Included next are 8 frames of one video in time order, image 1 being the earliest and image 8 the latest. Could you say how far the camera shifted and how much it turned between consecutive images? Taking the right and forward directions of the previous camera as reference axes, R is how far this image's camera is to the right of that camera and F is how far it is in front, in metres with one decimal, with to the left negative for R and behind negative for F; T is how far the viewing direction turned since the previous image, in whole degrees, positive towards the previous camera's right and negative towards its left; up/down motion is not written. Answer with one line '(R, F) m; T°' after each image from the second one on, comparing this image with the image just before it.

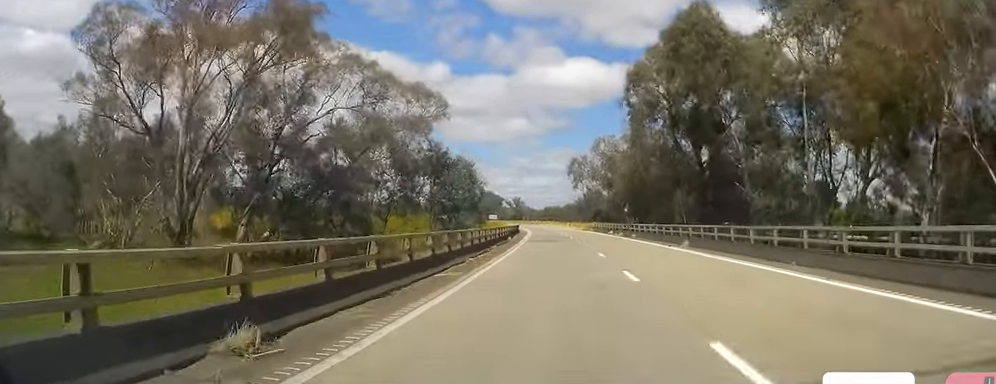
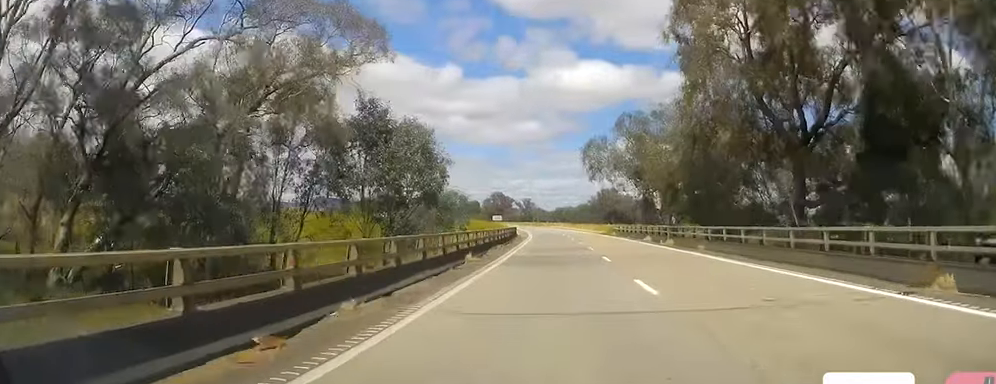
(-0.4, +24.8) m; -1°
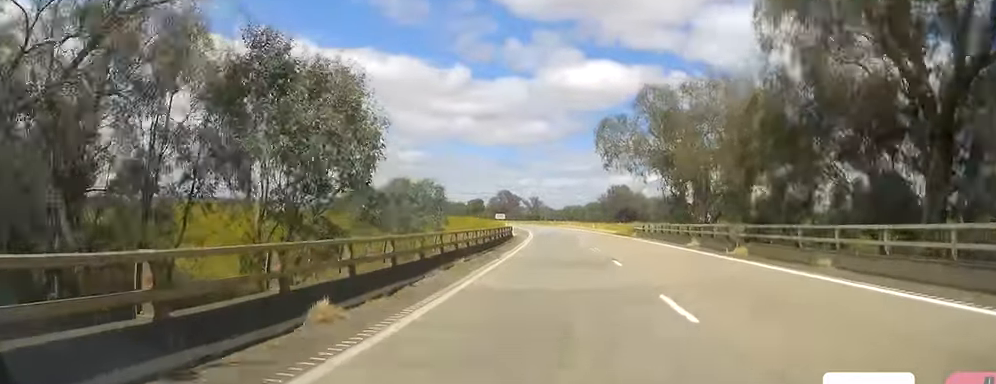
(-0.5, +15.3) m; -1°
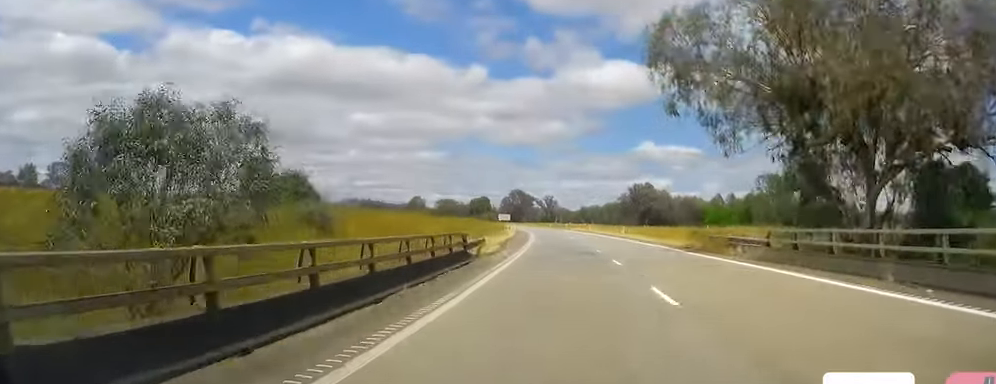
(+0.4, +31.5) m; -1°
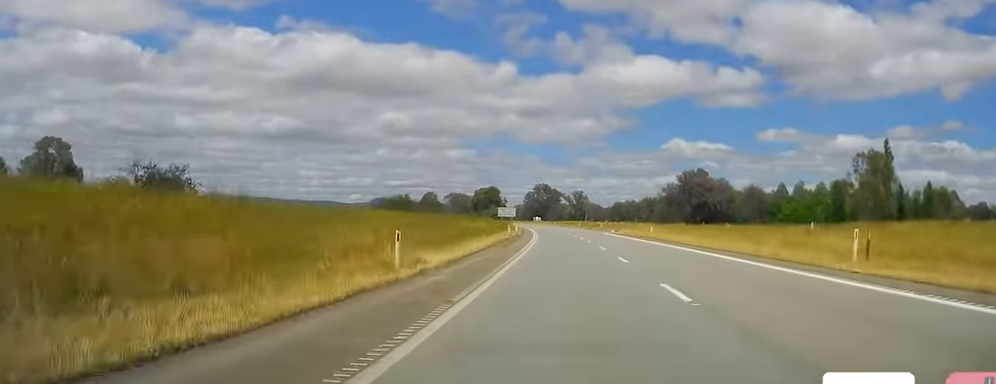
(-2.6, +55.1) m; -3°
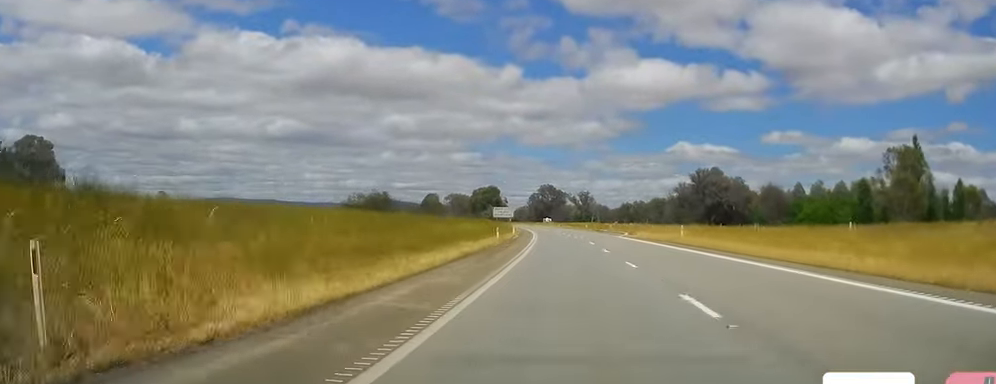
(+0.2, +13.3) m; 0°
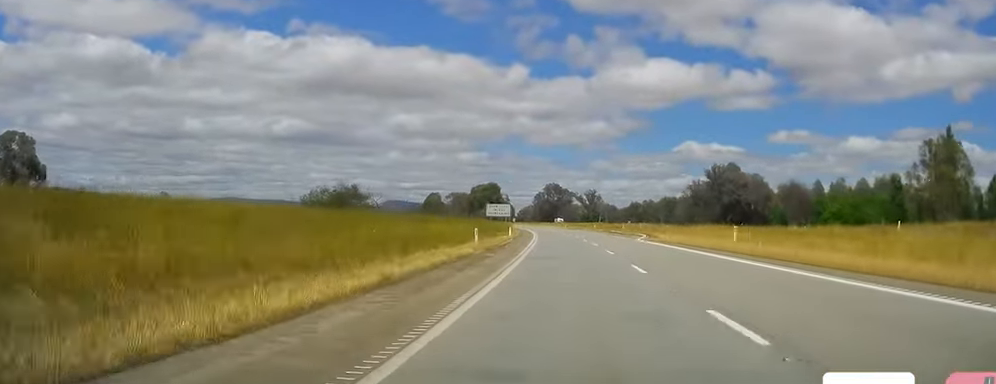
(+0.2, +13.3) m; 0°
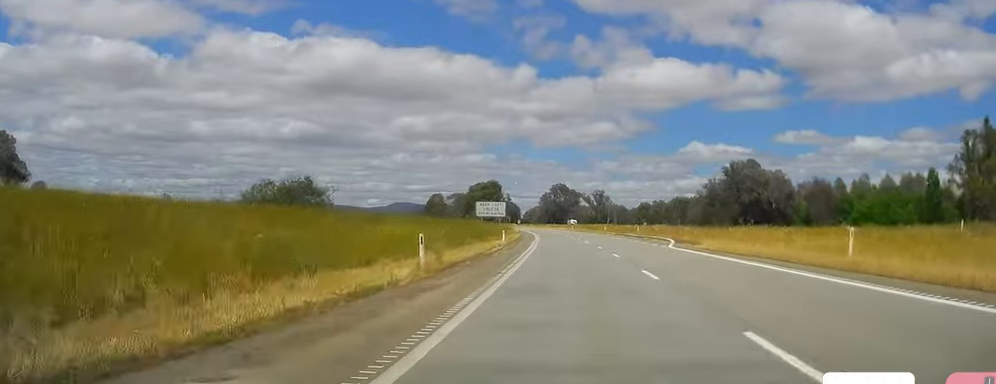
(-0.2, +13.4) m; -1°
